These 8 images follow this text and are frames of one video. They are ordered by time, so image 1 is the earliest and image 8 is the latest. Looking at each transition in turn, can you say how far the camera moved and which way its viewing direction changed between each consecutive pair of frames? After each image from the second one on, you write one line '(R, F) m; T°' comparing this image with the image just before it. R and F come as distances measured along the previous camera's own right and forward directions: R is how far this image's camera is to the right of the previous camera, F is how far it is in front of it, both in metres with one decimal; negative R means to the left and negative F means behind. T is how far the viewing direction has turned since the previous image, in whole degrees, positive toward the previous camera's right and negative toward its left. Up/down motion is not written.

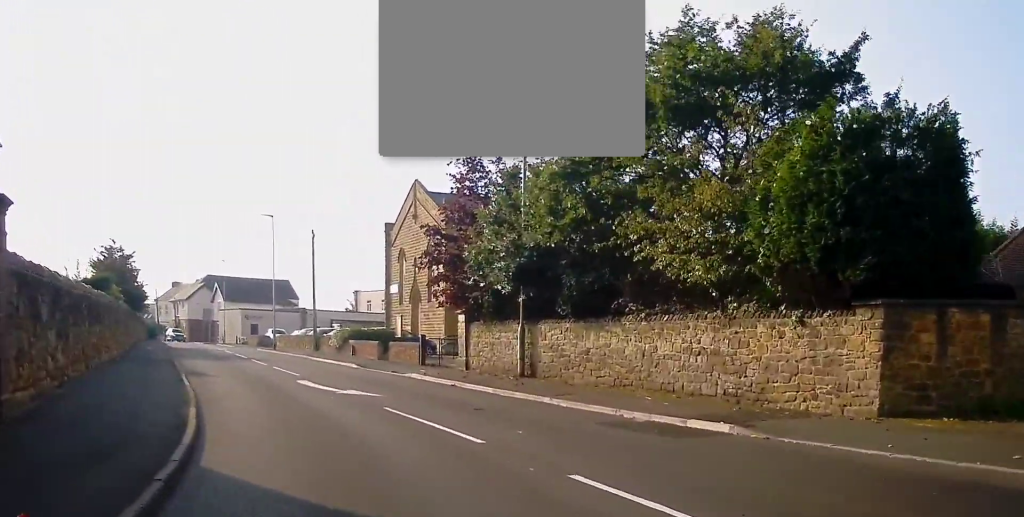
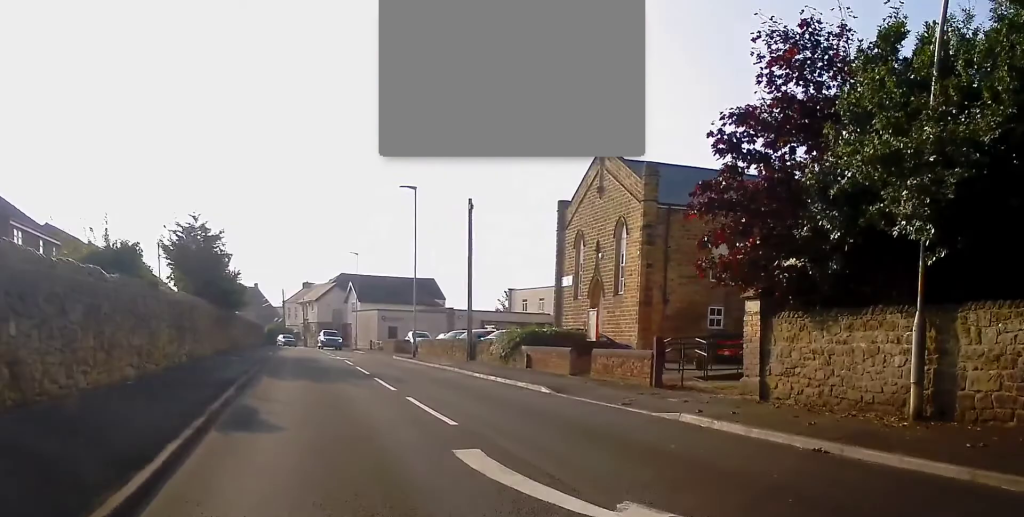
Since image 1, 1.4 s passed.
(-1.3, +10.6) m; -10°
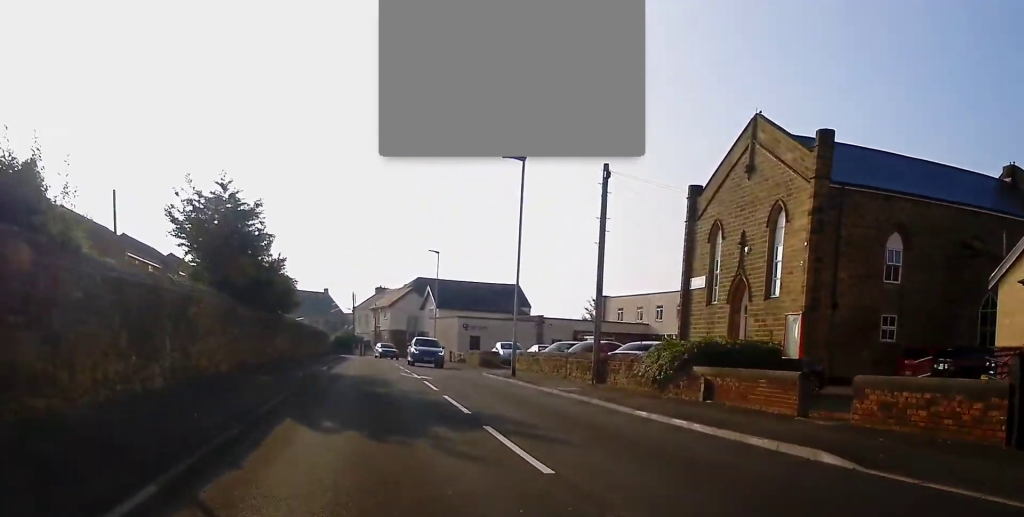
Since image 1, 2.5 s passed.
(-0.3, +8.9) m; -5°
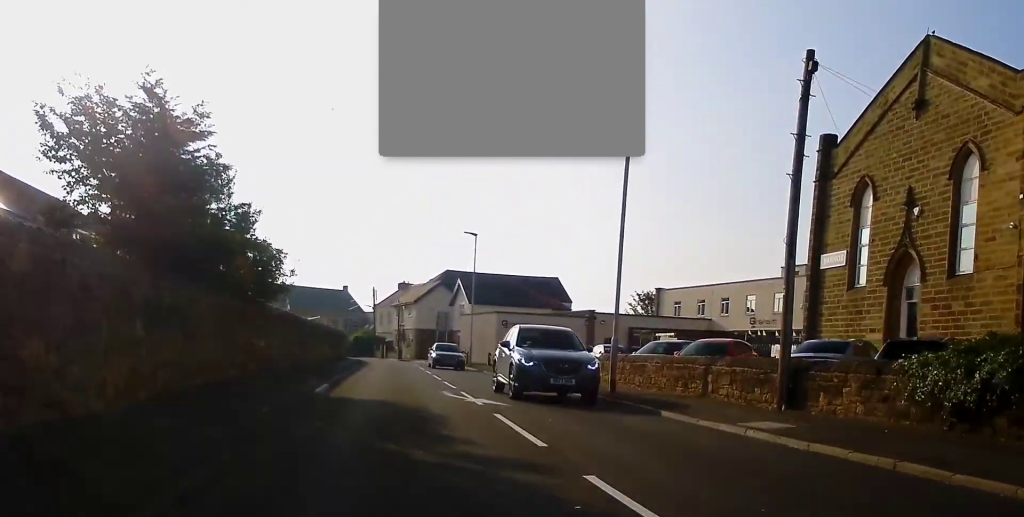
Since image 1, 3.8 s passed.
(-0.6, +10.3) m; -3°
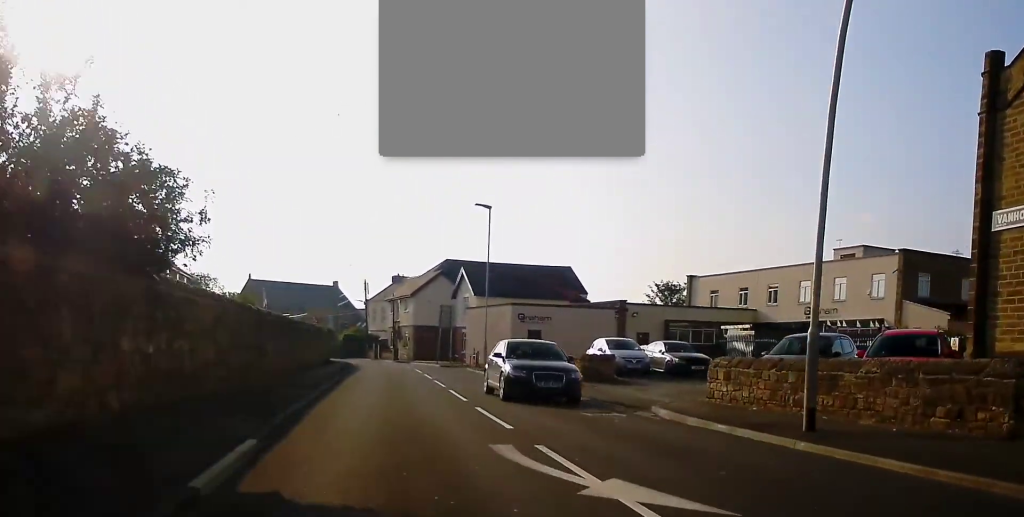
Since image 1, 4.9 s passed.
(+0.3, +9.7) m; 0°
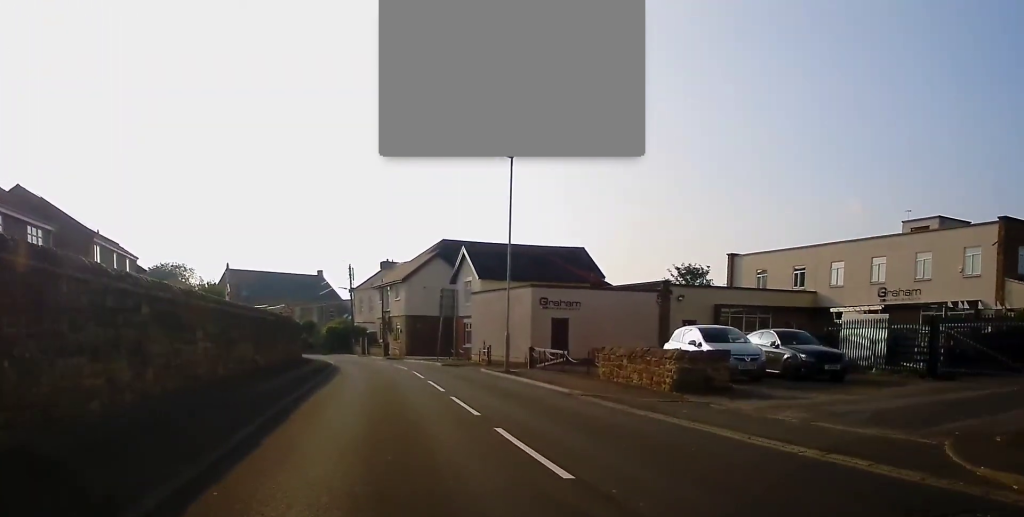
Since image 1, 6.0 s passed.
(-0.2, +10.3) m; +1°
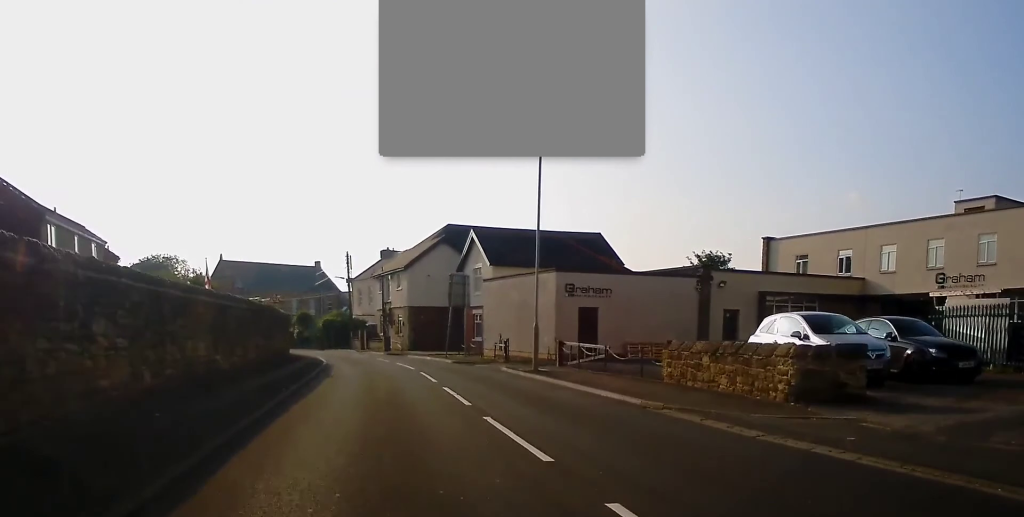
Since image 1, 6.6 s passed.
(+0.1, +5.4) m; +1°
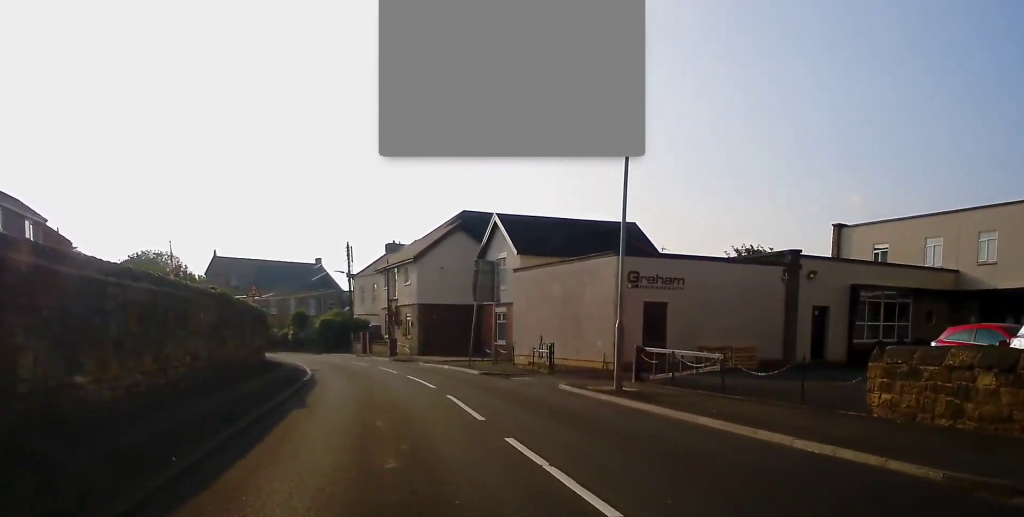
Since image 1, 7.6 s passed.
(0.0, +8.3) m; -1°
